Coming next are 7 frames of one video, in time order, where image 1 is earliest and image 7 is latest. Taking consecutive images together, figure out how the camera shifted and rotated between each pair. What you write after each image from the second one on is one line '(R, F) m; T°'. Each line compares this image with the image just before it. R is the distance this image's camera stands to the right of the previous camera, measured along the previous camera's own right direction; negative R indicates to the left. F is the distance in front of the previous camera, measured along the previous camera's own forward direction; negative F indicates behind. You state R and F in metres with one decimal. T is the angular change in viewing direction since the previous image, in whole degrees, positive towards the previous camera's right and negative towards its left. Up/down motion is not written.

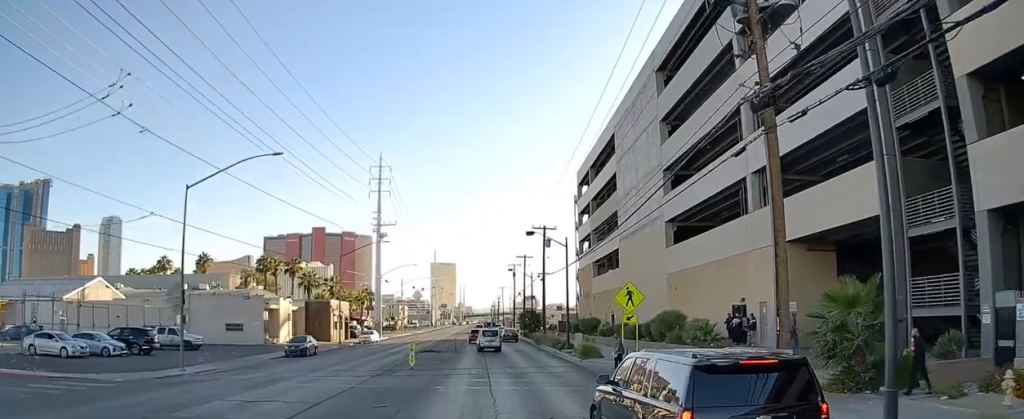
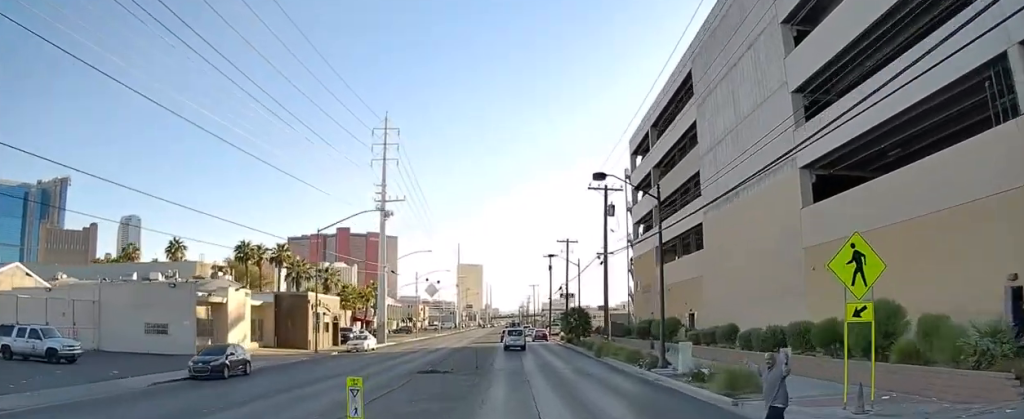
(+0.2, +19.7) m; +3°
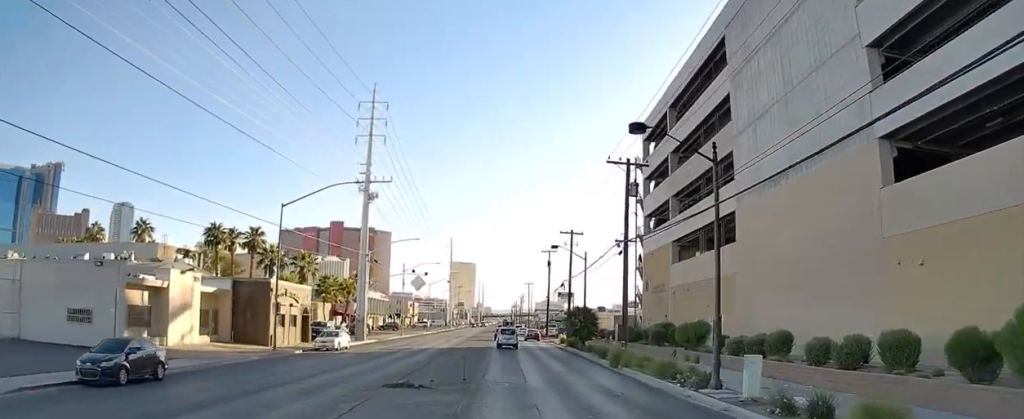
(0.0, +8.0) m; +3°
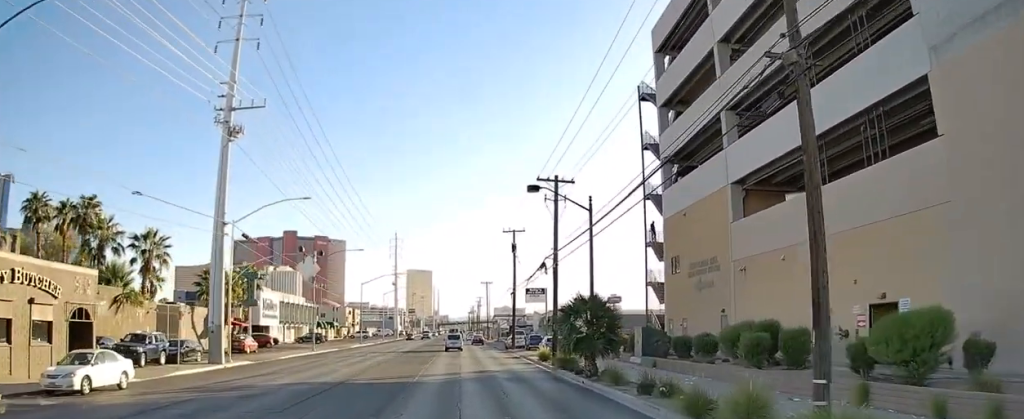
(+1.2, +29.0) m; 0°
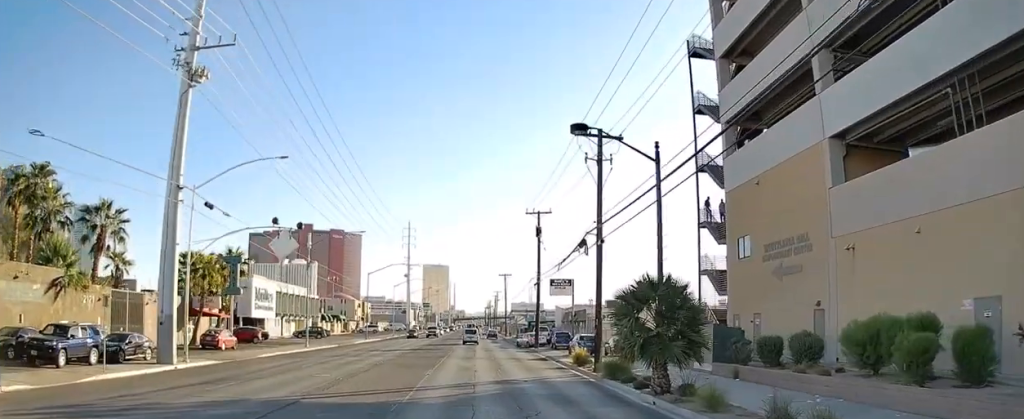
(-0.2, +9.7) m; -1°
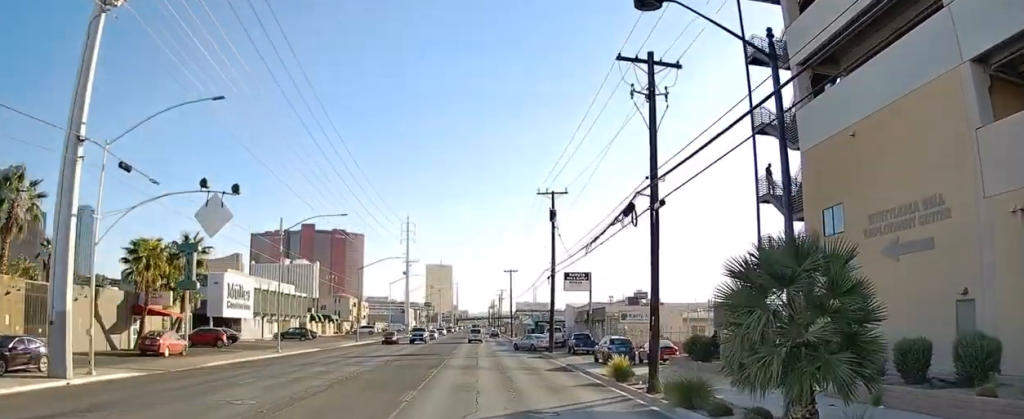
(0.0, +9.7) m; -3°
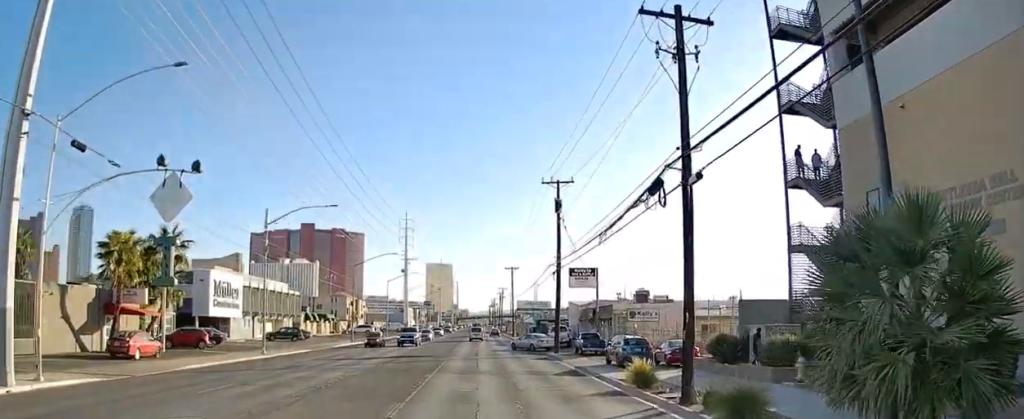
(+0.2, +3.7) m; -3°
